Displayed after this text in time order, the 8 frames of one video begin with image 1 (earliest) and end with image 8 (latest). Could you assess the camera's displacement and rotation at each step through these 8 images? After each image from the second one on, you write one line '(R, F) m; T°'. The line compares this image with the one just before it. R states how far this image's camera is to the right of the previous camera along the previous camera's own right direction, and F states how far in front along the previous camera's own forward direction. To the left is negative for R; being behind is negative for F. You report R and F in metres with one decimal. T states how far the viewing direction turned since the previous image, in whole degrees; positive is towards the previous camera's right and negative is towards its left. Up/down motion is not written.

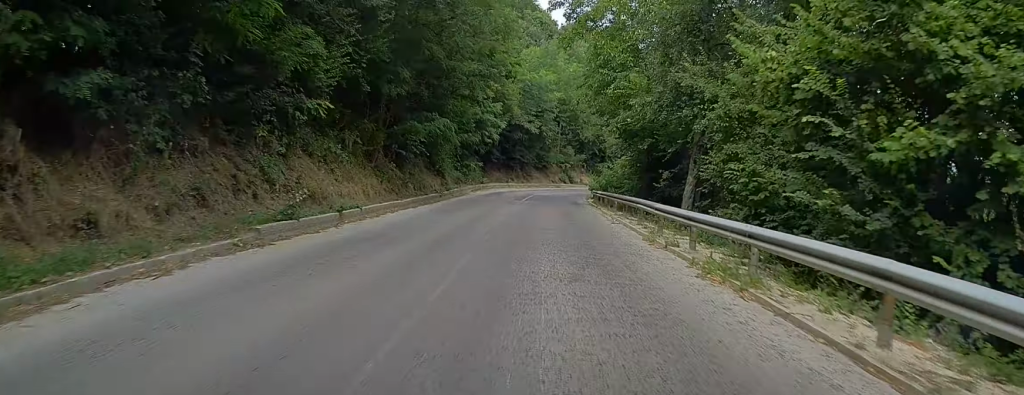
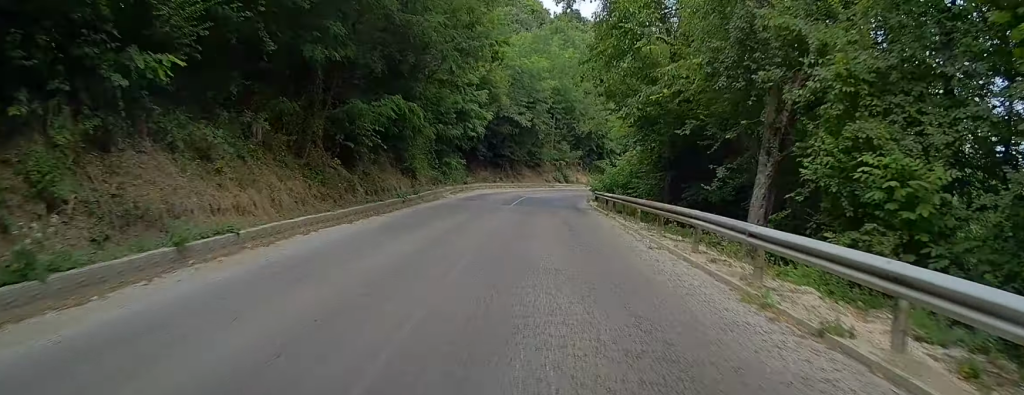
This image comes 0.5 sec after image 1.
(0.0, +8.2) m; +1°
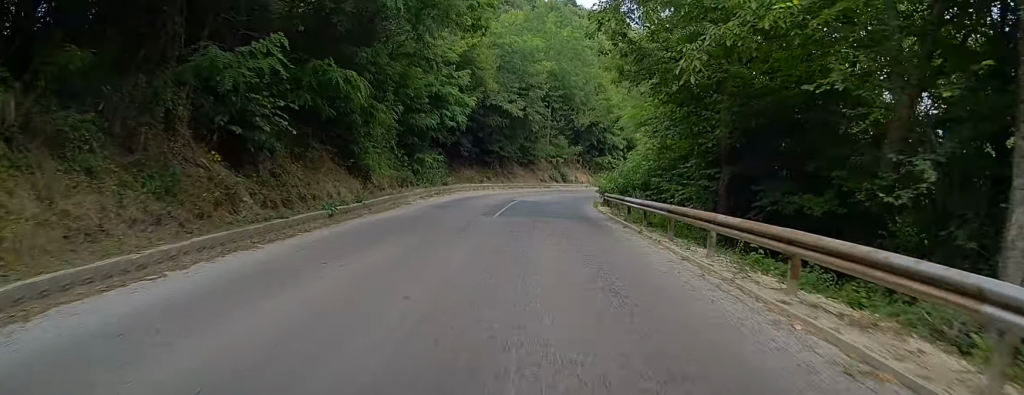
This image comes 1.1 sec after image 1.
(0.0, +9.3) m; +1°
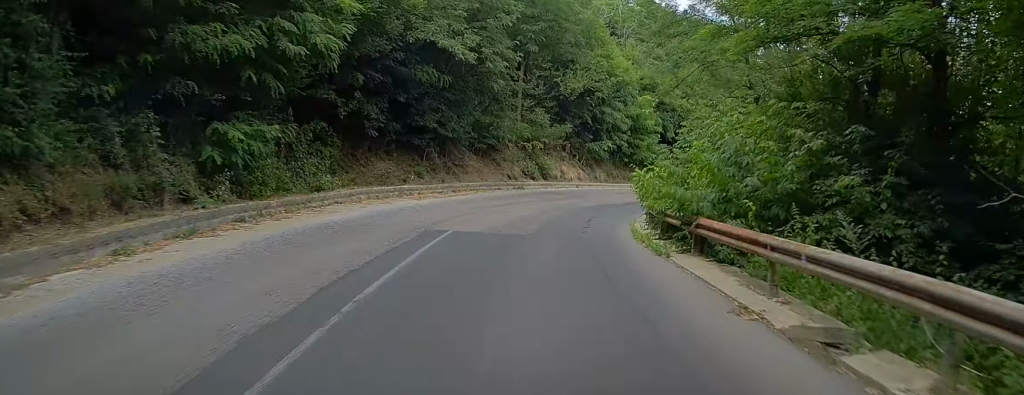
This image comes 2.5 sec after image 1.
(+0.6, +23.6) m; +3°
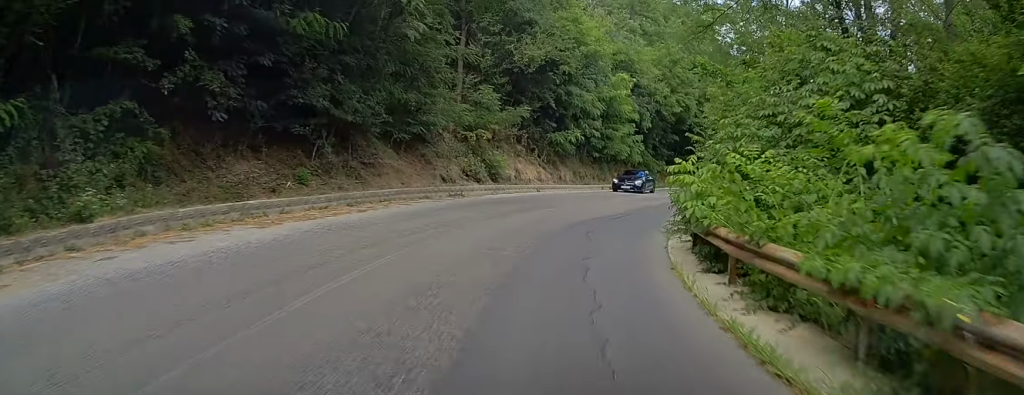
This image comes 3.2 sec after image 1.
(+0.1, +11.8) m; +3°
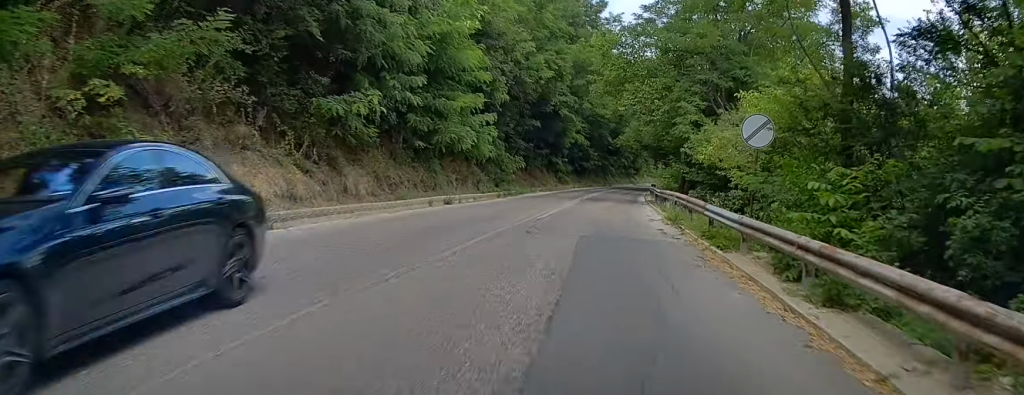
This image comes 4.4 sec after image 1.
(+1.3, +21.0) m; +9°
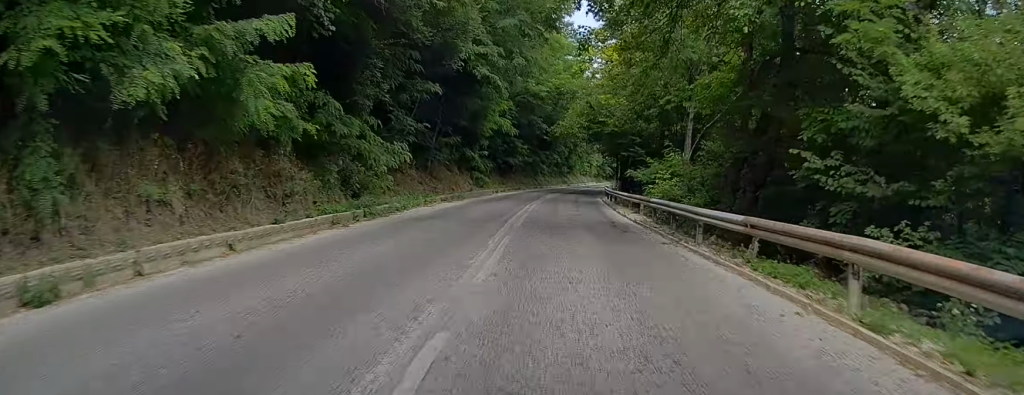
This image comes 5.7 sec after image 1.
(+2.3, +20.8) m; +10°
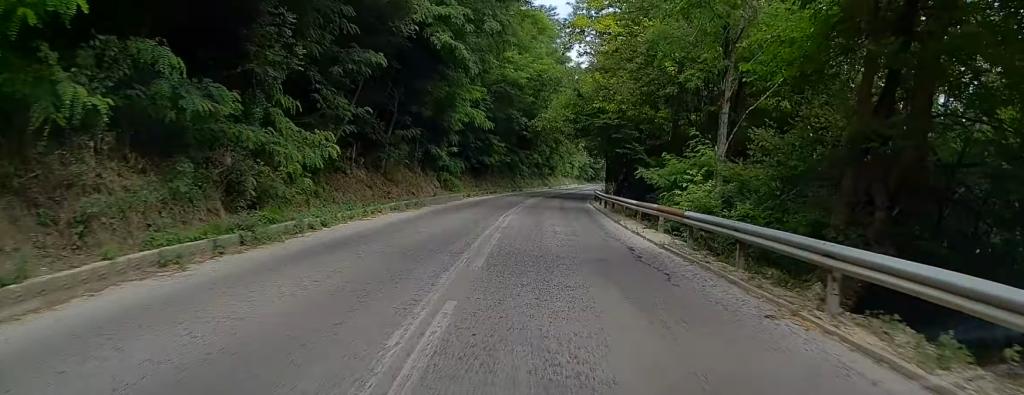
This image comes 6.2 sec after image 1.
(+0.3, +7.6) m; +2°
